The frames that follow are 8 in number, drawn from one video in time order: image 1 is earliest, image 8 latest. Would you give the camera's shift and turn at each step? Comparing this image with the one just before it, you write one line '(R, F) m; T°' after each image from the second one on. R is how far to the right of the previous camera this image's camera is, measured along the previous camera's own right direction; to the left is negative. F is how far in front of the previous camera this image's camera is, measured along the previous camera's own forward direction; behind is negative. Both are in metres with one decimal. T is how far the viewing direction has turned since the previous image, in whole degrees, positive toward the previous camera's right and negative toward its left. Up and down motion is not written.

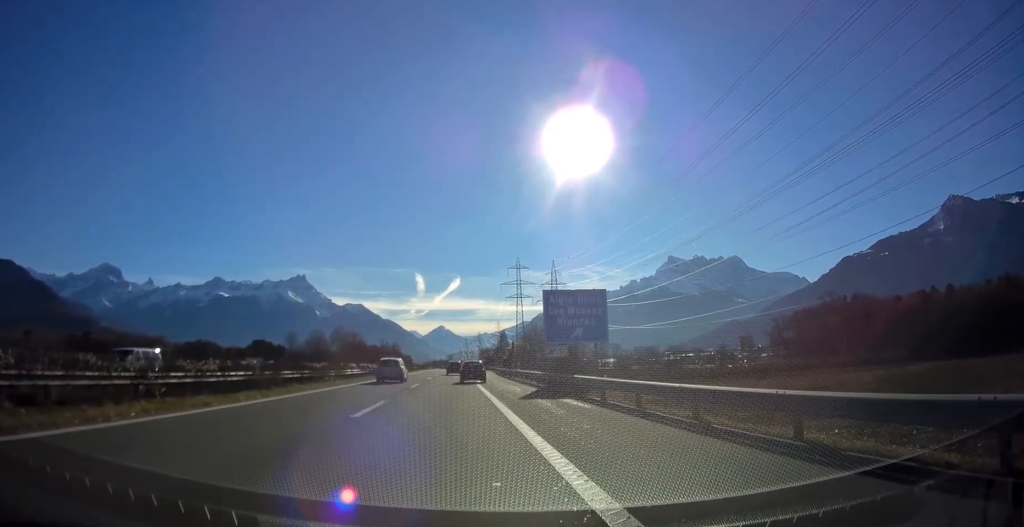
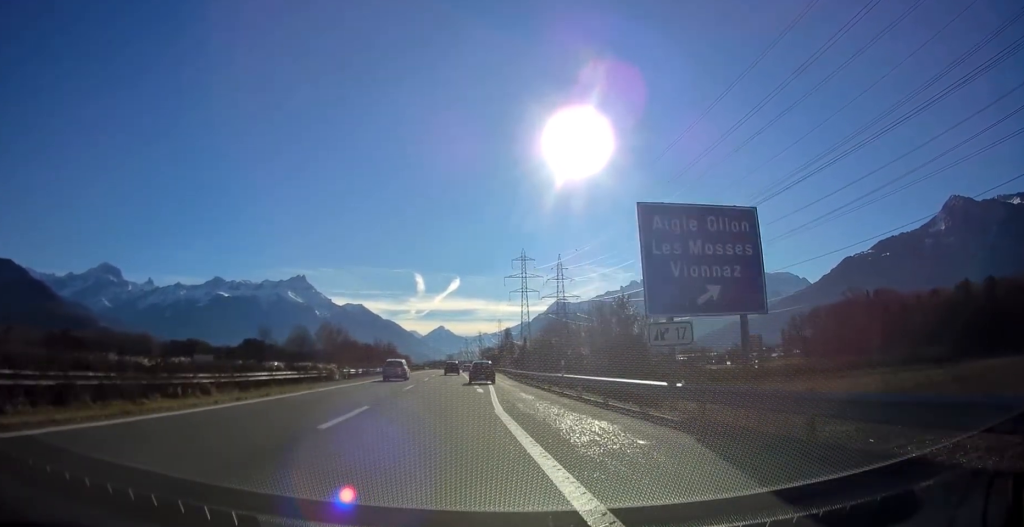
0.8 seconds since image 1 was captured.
(-0.1, +20.7) m; 0°
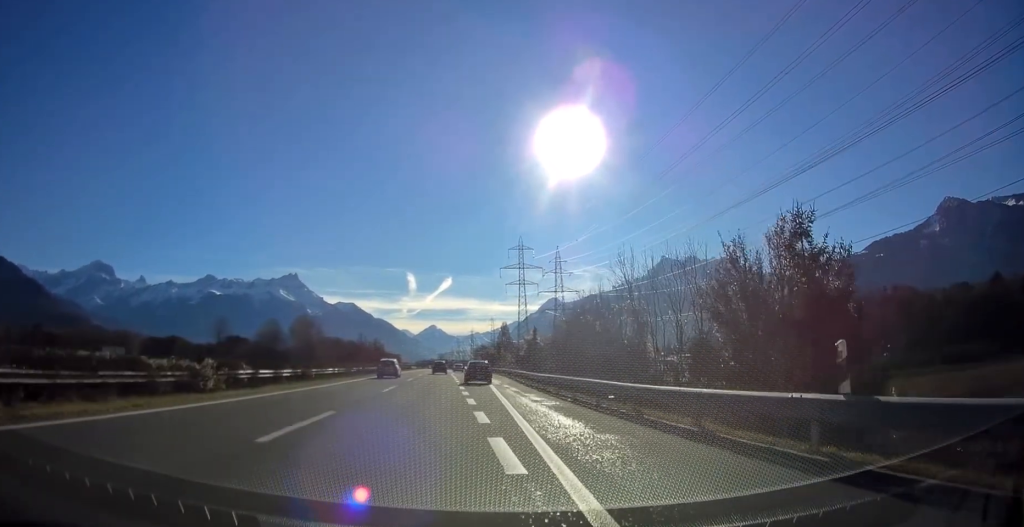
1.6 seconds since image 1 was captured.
(+0.2, +19.9) m; +1°
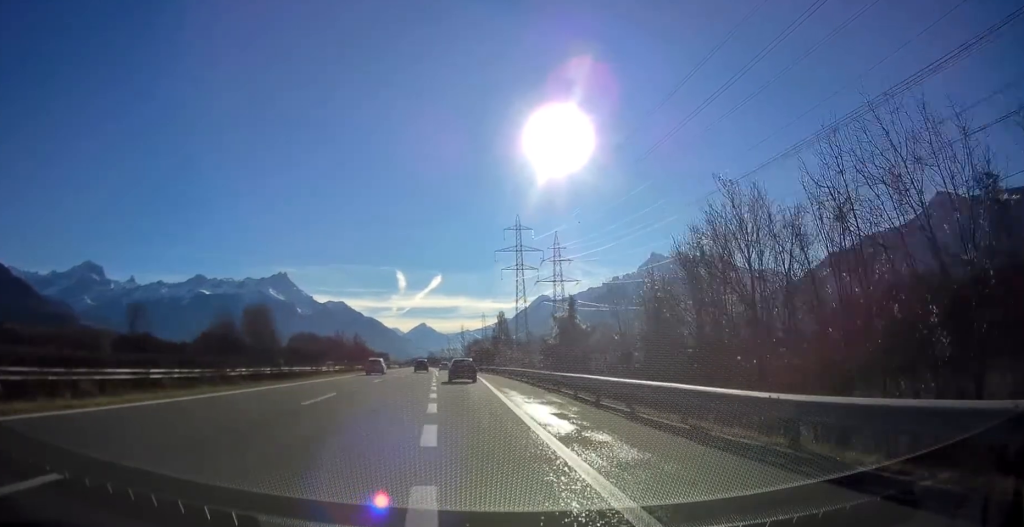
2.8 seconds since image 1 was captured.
(+0.2, +28.8) m; 0°
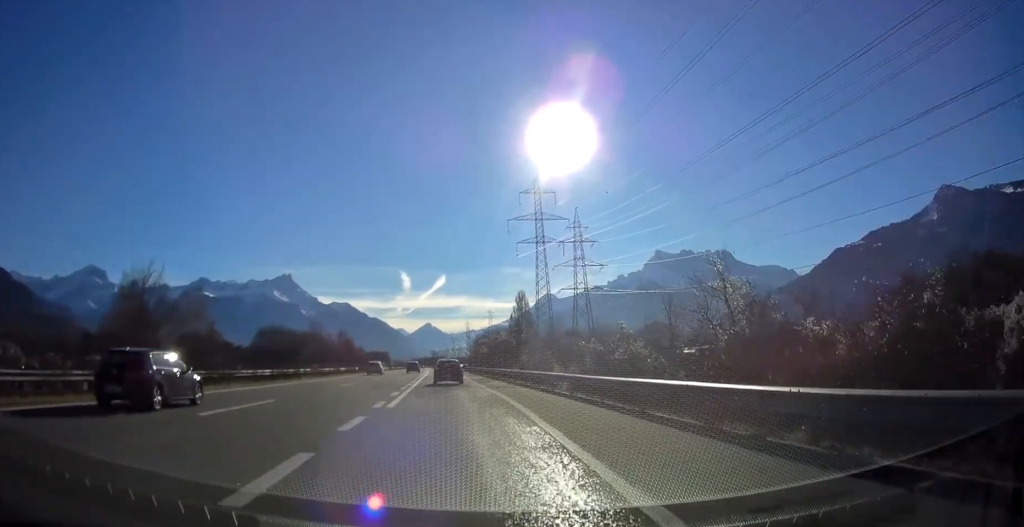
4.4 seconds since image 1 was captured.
(+0.1, +39.4) m; 0°
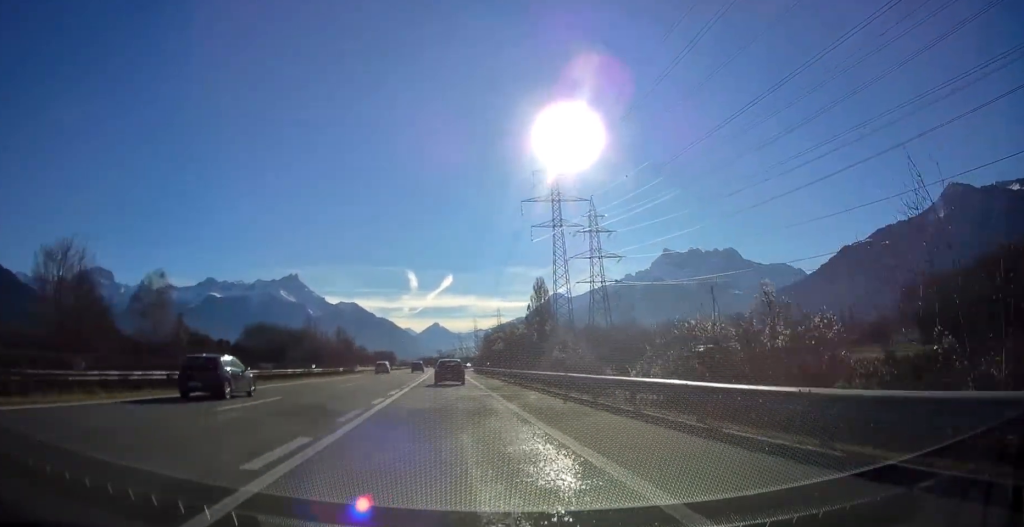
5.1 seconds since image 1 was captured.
(0.0, +16.6) m; 0°
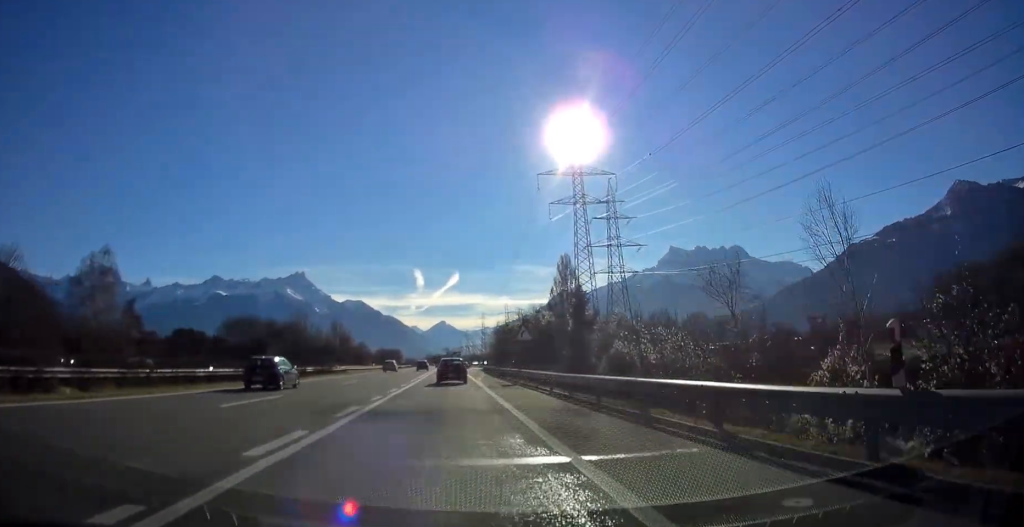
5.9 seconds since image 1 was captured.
(-0.1, +17.0) m; -1°
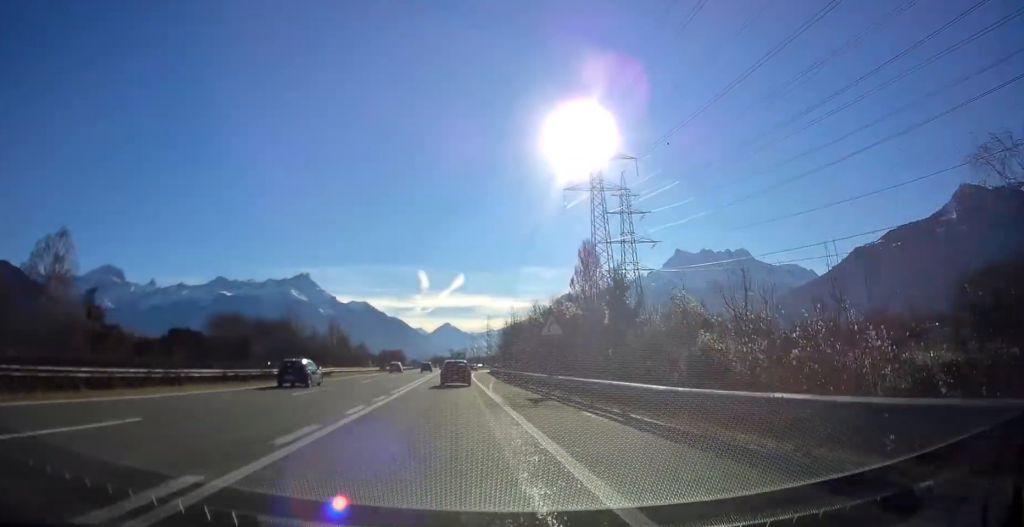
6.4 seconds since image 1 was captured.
(-0.1, +11.3) m; 0°
